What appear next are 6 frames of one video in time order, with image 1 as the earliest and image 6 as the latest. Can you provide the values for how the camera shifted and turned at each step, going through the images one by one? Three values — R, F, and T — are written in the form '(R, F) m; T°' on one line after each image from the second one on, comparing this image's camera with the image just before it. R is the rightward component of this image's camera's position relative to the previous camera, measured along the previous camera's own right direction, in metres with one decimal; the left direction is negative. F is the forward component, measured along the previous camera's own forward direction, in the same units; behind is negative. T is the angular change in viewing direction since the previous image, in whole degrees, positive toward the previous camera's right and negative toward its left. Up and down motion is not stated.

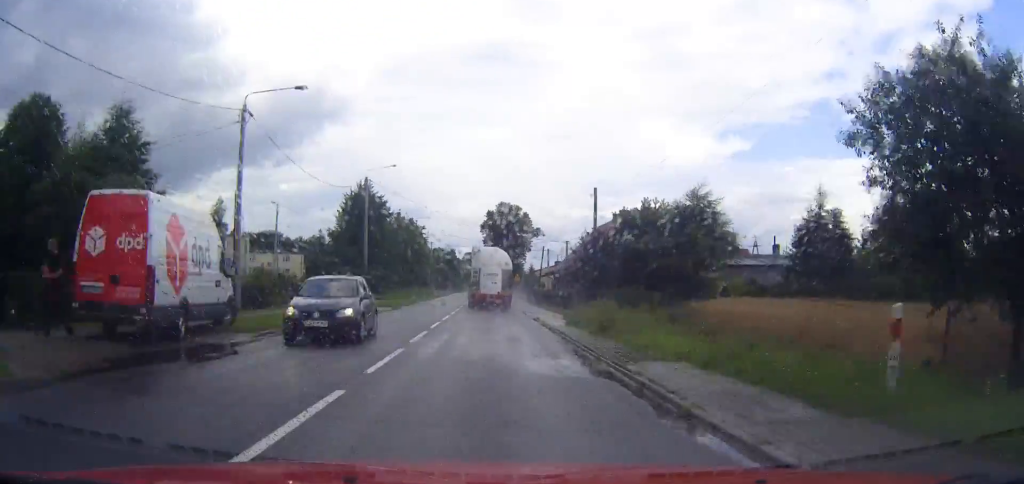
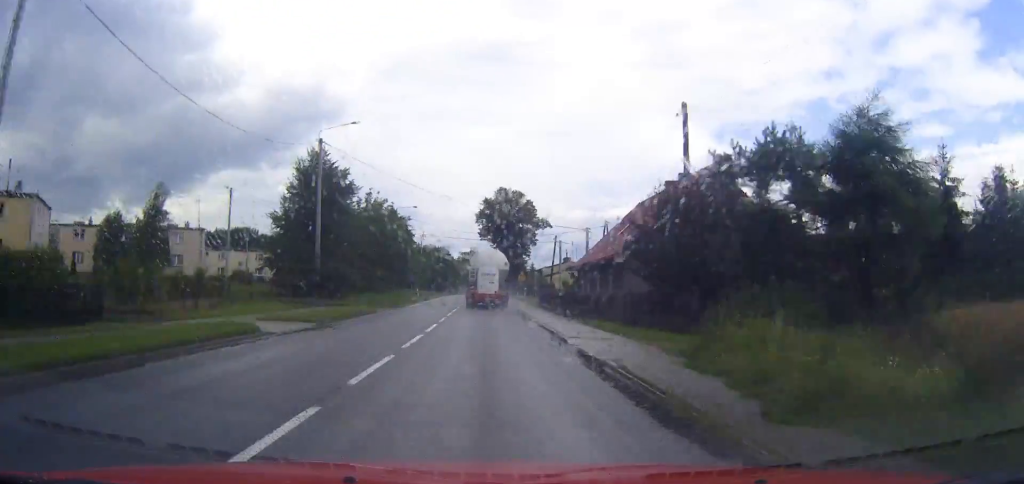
(+0.1, +19.2) m; 0°
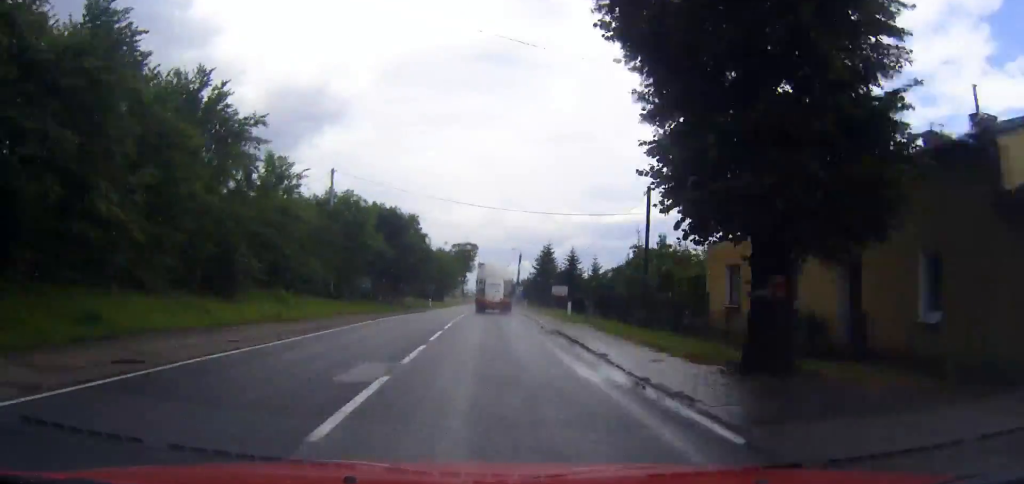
(0.0, +93.4) m; 0°
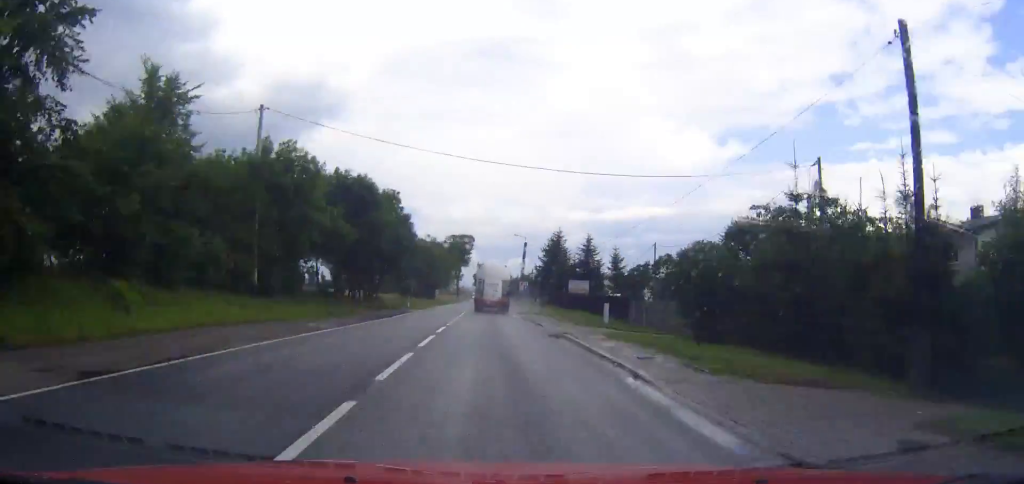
(0.0, +20.6) m; 0°
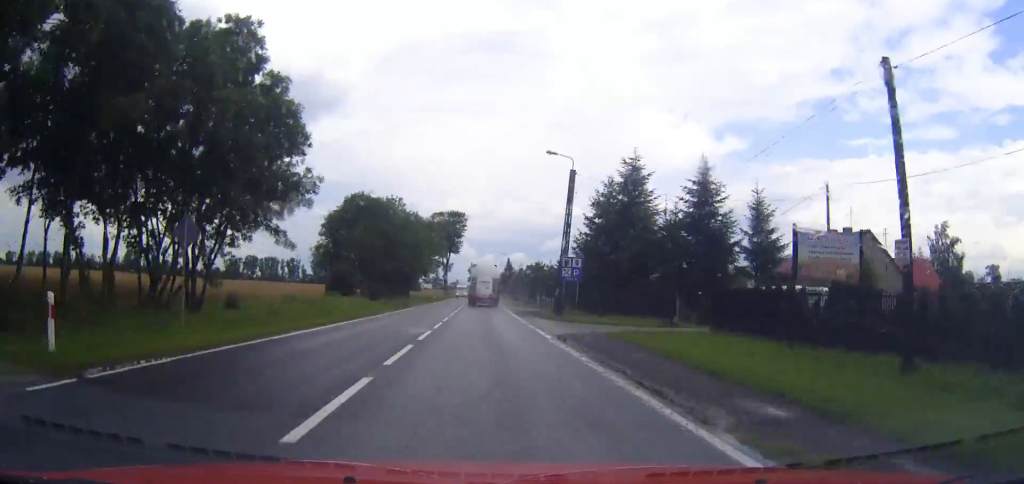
(+0.1, +52.3) m; 0°
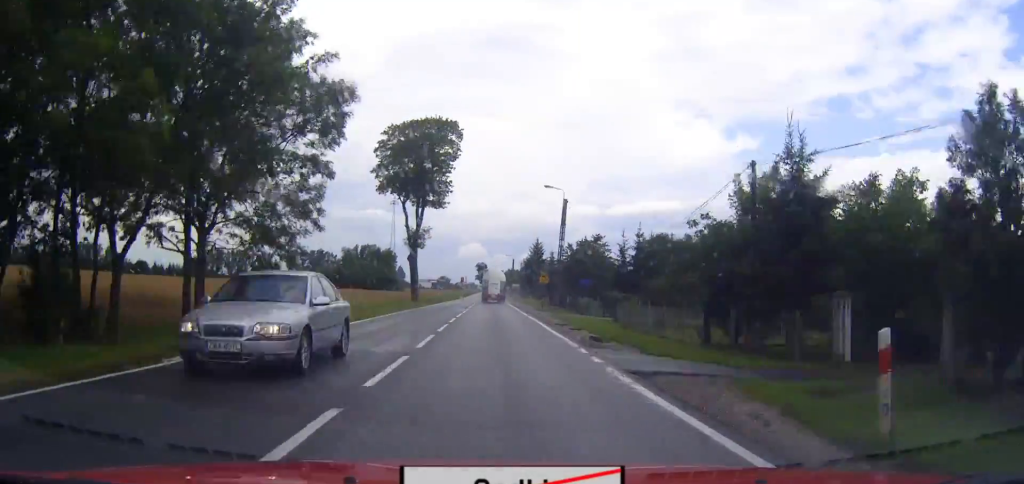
(-0.3, +92.6) m; 0°
